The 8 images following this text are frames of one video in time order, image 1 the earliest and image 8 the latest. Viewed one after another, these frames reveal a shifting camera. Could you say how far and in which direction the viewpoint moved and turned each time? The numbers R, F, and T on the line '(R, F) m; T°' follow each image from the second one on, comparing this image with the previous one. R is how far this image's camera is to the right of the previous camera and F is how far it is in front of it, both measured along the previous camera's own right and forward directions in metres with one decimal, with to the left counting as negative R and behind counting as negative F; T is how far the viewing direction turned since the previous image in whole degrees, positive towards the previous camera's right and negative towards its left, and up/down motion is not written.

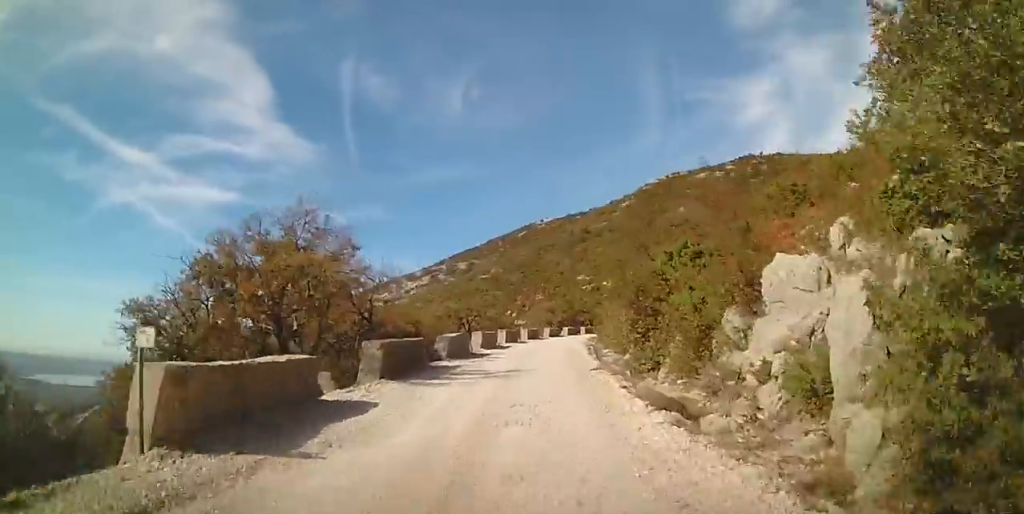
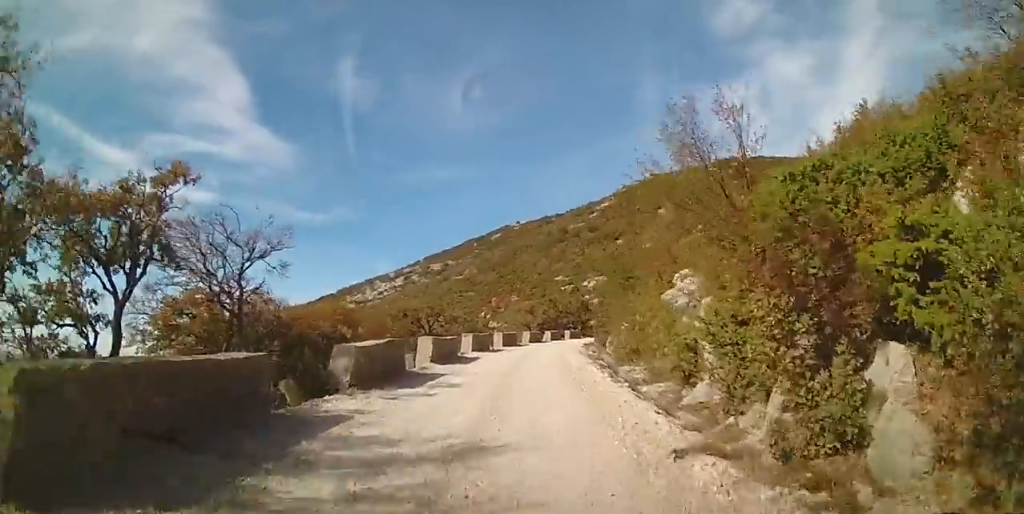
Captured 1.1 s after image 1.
(+0.7, +9.6) m; +2°
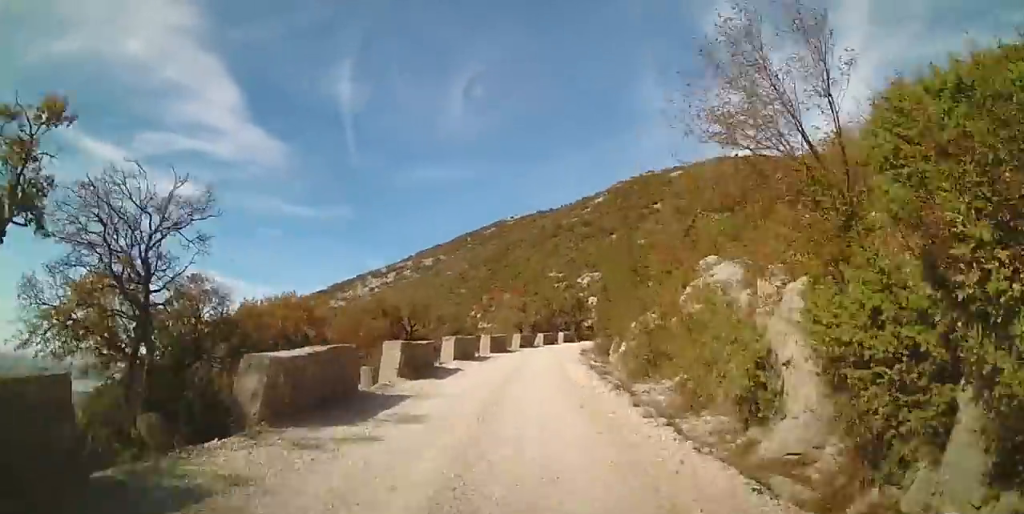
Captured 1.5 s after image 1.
(-0.2, +3.6) m; -1°
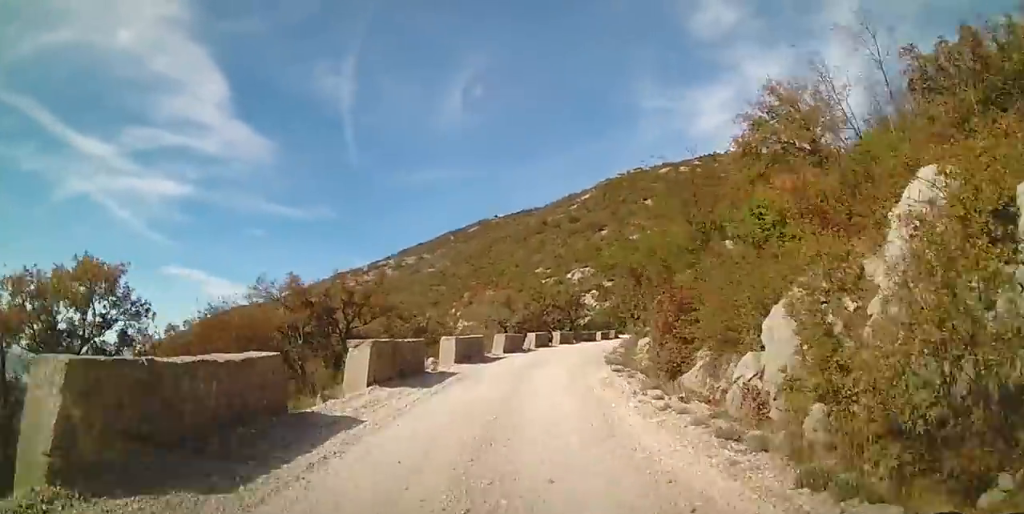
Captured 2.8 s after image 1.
(-0.1, +11.3) m; +3°
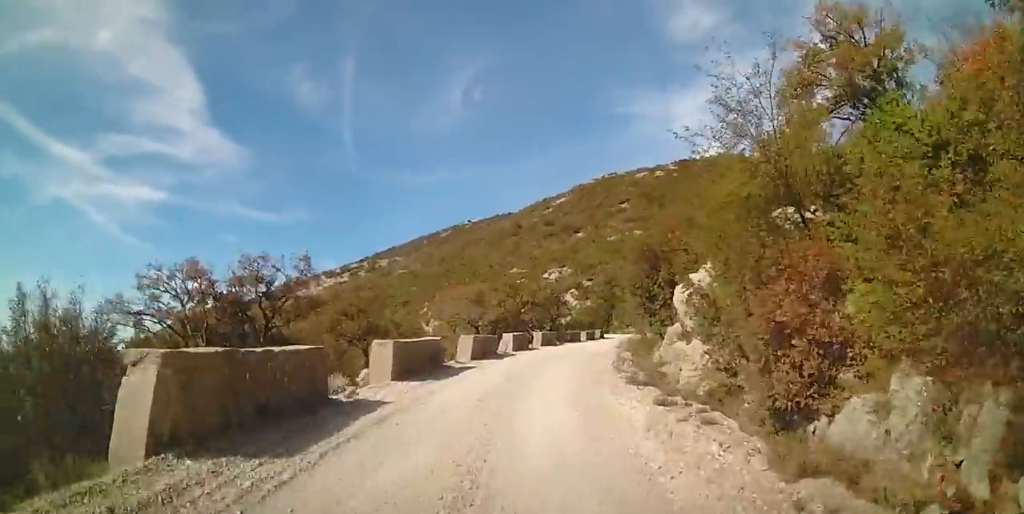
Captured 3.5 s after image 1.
(+0.4, +6.0) m; +6°
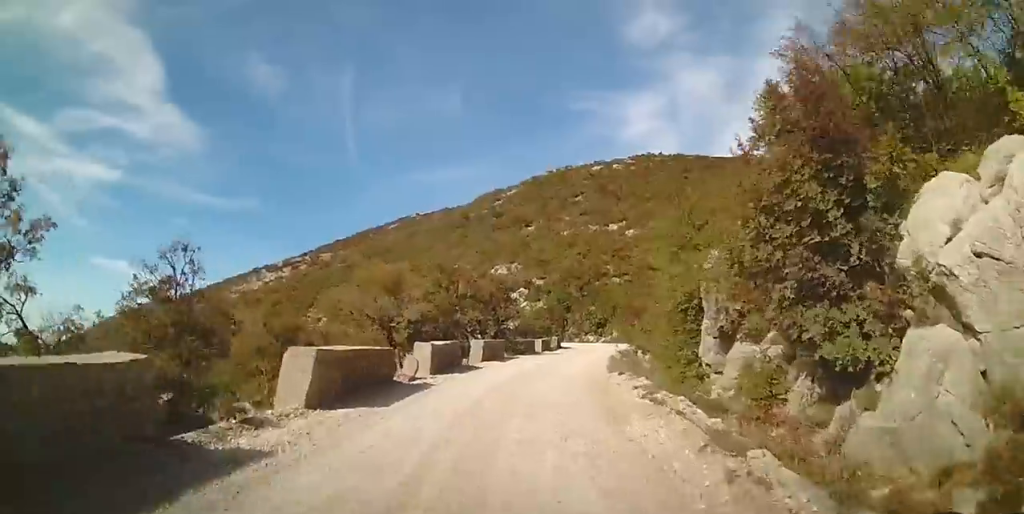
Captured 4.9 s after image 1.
(+0.9, +11.0) m; +4°
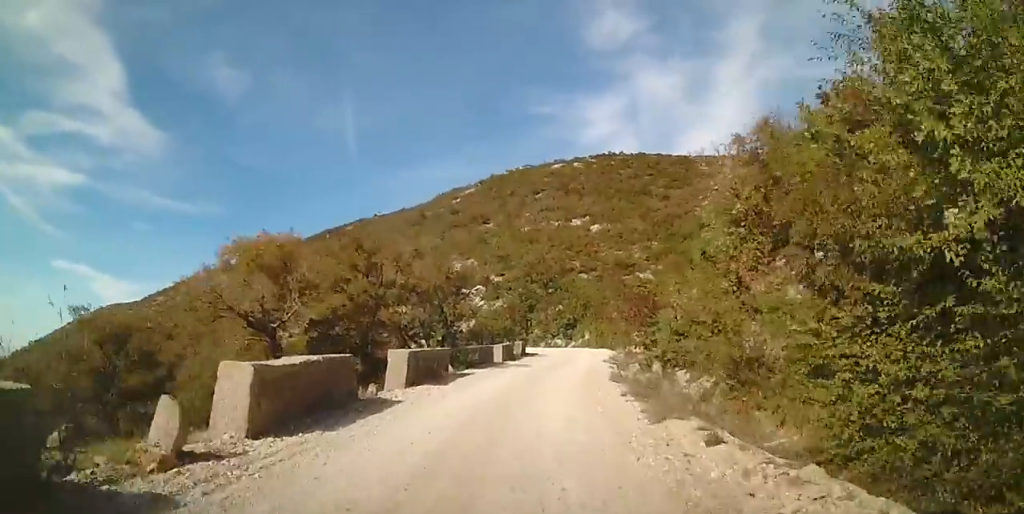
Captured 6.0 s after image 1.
(-0.3, +8.3) m; +3°
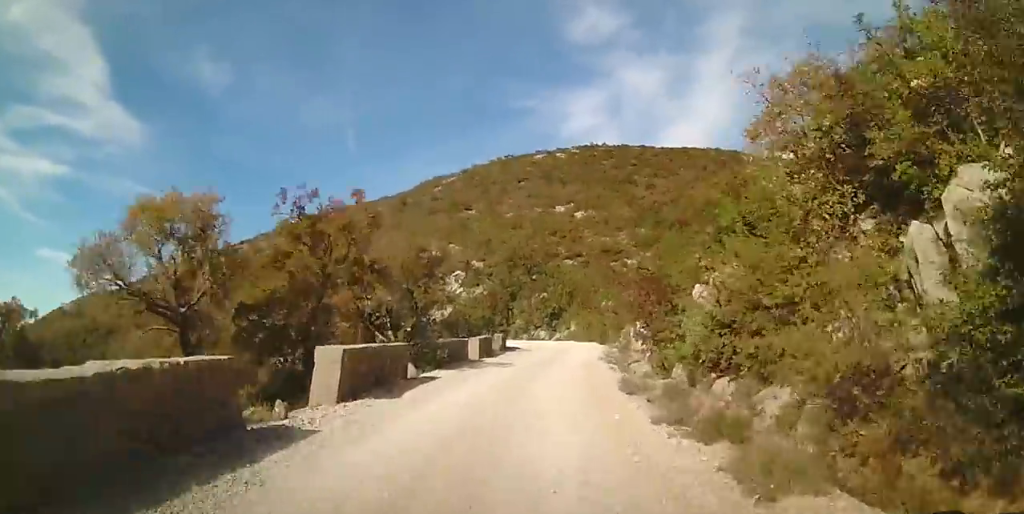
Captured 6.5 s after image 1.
(+0.2, +3.7) m; +4°
